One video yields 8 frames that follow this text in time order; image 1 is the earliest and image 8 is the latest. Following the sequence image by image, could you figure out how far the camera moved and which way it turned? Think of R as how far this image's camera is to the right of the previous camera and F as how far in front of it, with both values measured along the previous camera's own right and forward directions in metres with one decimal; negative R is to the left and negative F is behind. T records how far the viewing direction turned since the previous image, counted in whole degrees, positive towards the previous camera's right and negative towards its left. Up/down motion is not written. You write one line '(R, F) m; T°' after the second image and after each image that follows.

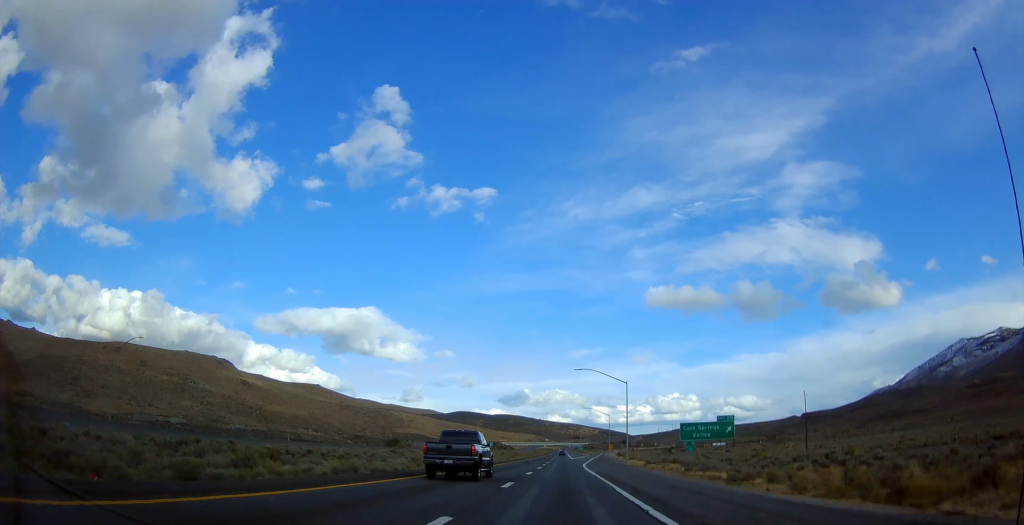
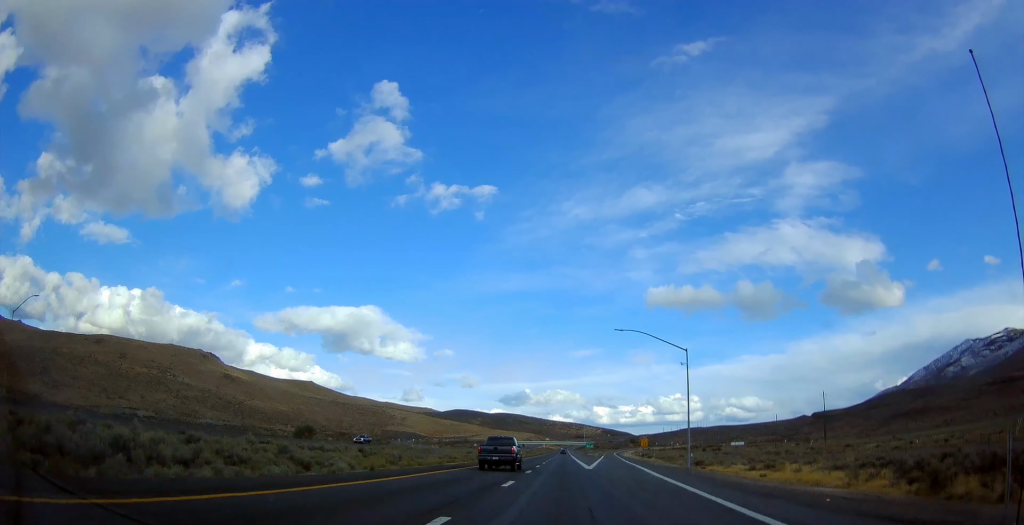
(-0.1, +58.4) m; 0°
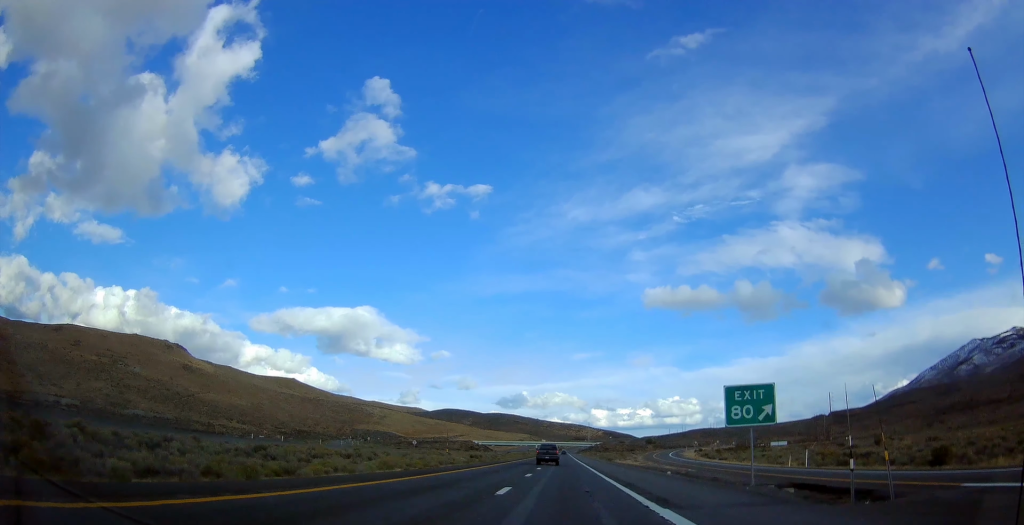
(-0.4, +109.9) m; 0°
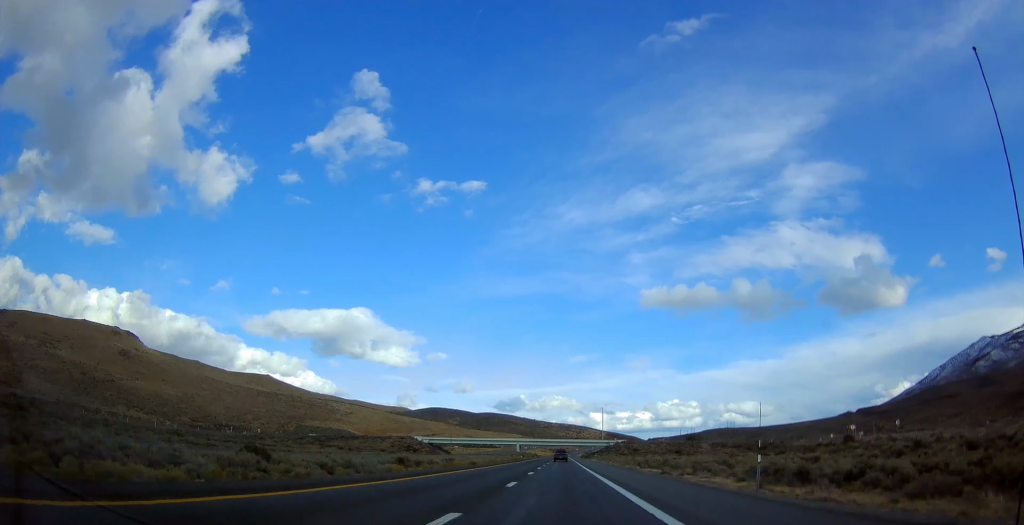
(+0.4, +135.9) m; 0°
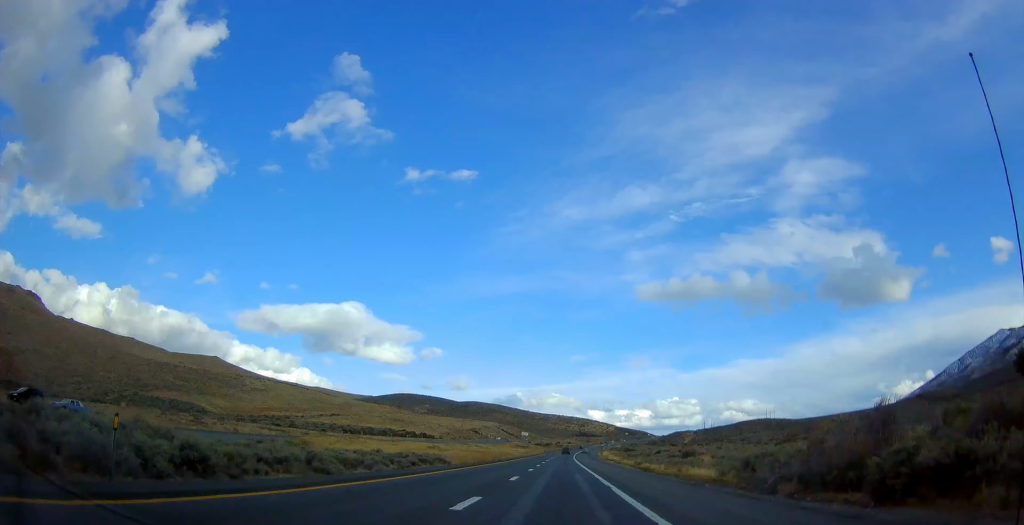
(0.0, +248.9) m; 0°
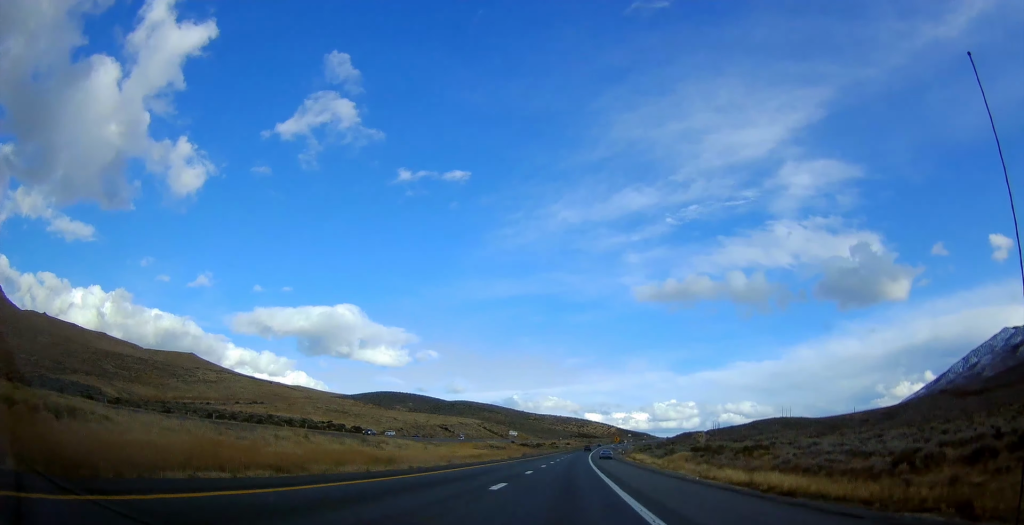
(+0.2, +132.4) m; +1°
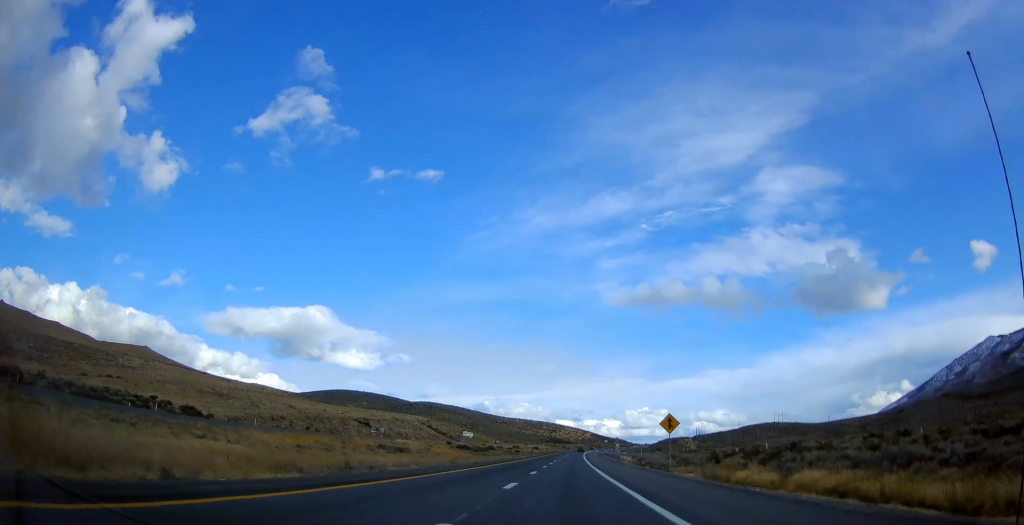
(+0.5, +139.6) m; +1°
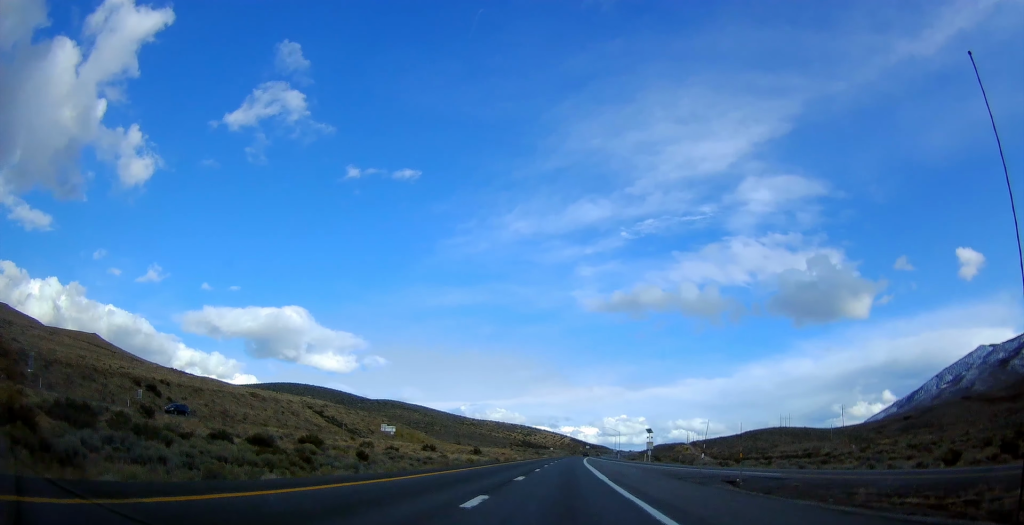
(+3.8, +166.1) m; +3°
